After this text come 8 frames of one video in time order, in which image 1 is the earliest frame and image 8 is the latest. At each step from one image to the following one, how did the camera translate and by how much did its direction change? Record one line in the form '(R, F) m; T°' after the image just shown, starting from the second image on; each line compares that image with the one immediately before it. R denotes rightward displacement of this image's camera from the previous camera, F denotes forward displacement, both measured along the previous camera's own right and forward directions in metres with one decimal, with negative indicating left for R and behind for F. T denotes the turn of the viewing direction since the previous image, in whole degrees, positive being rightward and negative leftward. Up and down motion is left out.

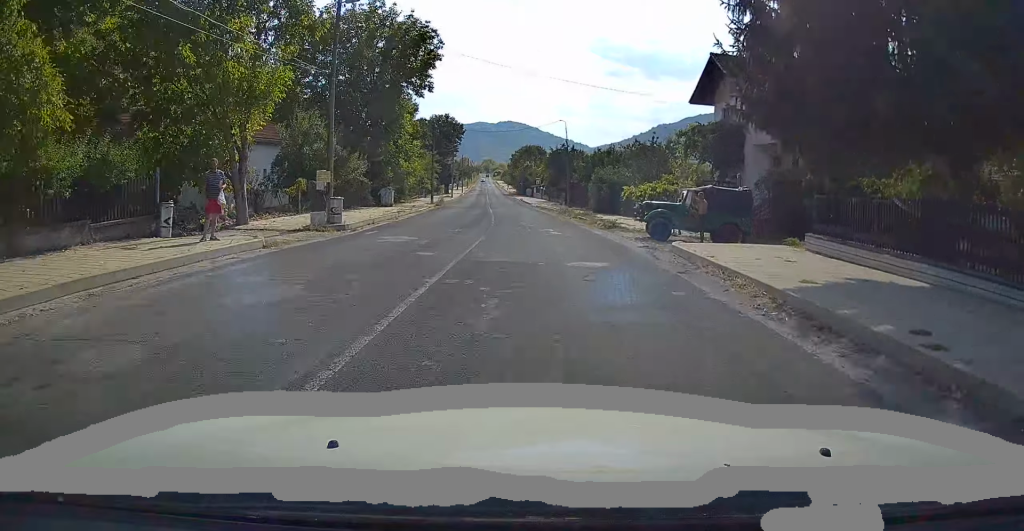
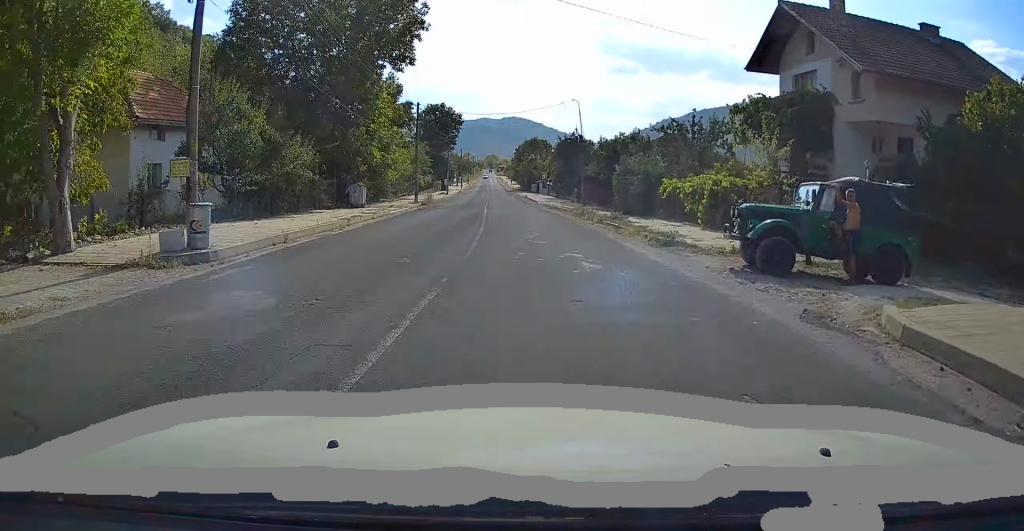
(+0.1, +9.9) m; -1°
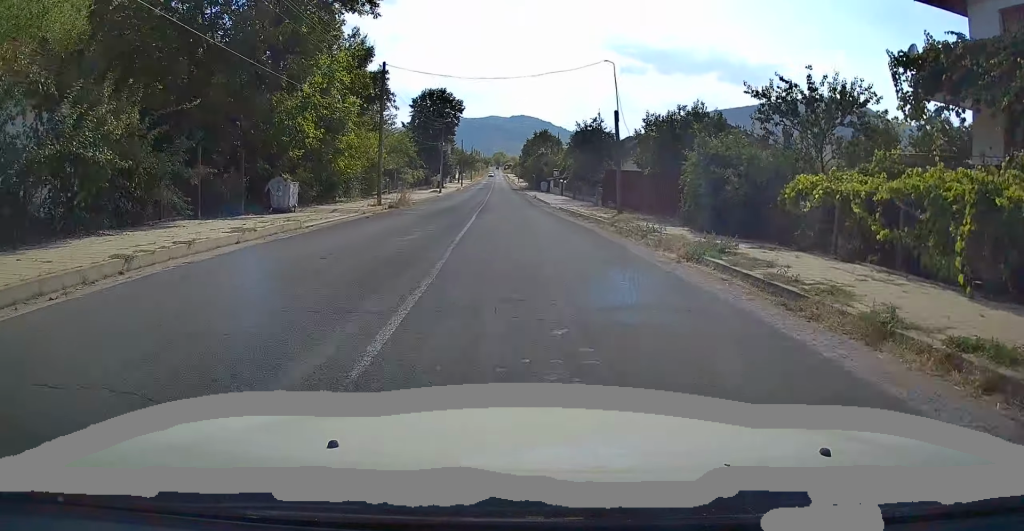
(-0.2, +13.5) m; -1°
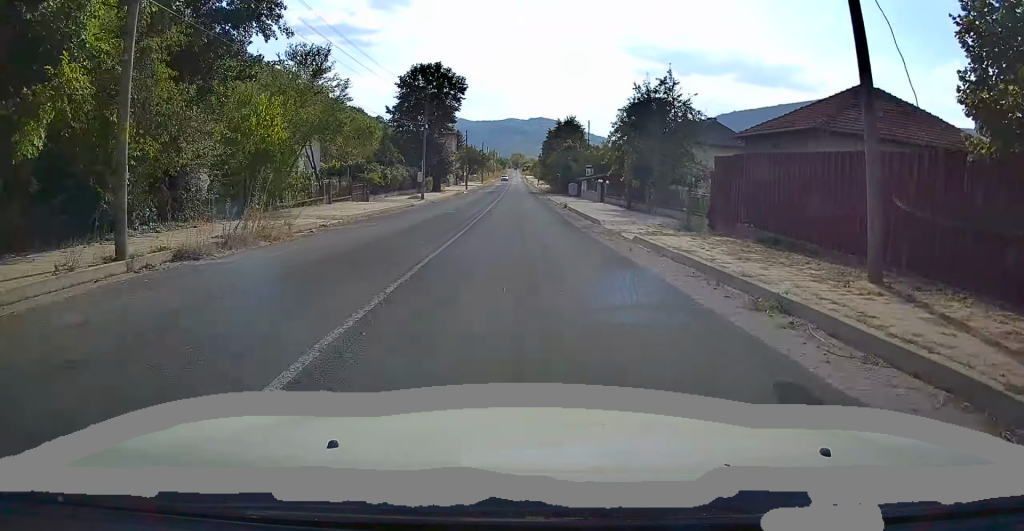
(-0.3, +21.7) m; 0°
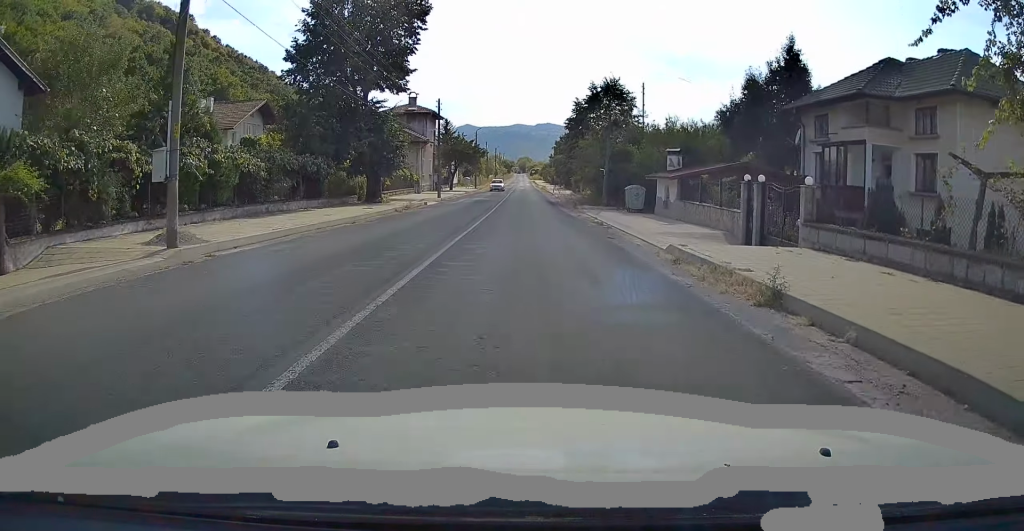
(-0.8, +32.8) m; -2°
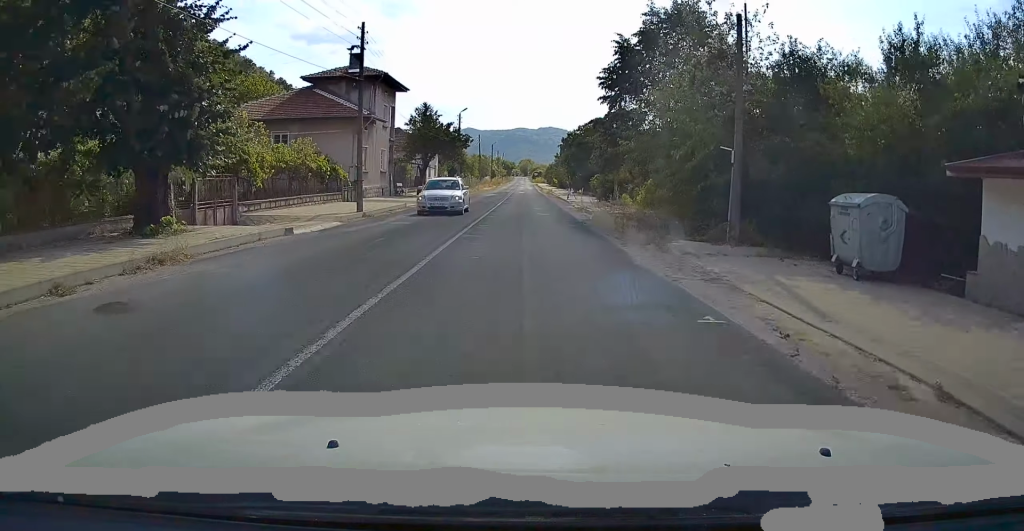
(+0.3, +23.5) m; 0°
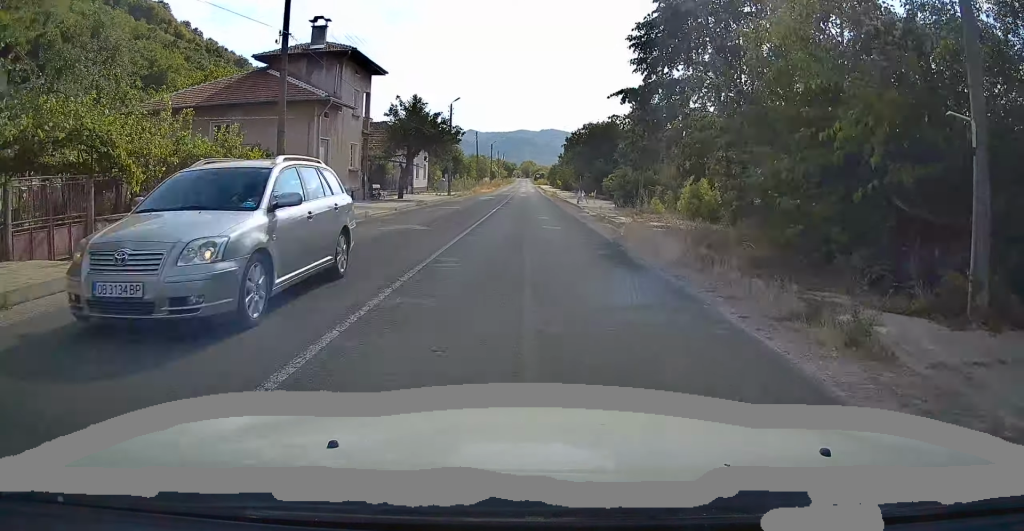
(0.0, +8.5) m; 0°
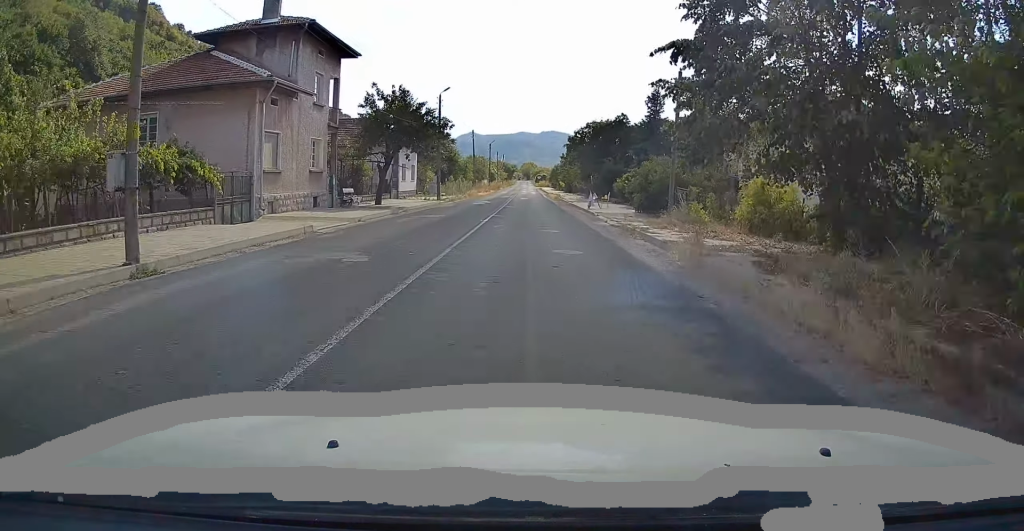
(0.0, +6.9) m; +1°
